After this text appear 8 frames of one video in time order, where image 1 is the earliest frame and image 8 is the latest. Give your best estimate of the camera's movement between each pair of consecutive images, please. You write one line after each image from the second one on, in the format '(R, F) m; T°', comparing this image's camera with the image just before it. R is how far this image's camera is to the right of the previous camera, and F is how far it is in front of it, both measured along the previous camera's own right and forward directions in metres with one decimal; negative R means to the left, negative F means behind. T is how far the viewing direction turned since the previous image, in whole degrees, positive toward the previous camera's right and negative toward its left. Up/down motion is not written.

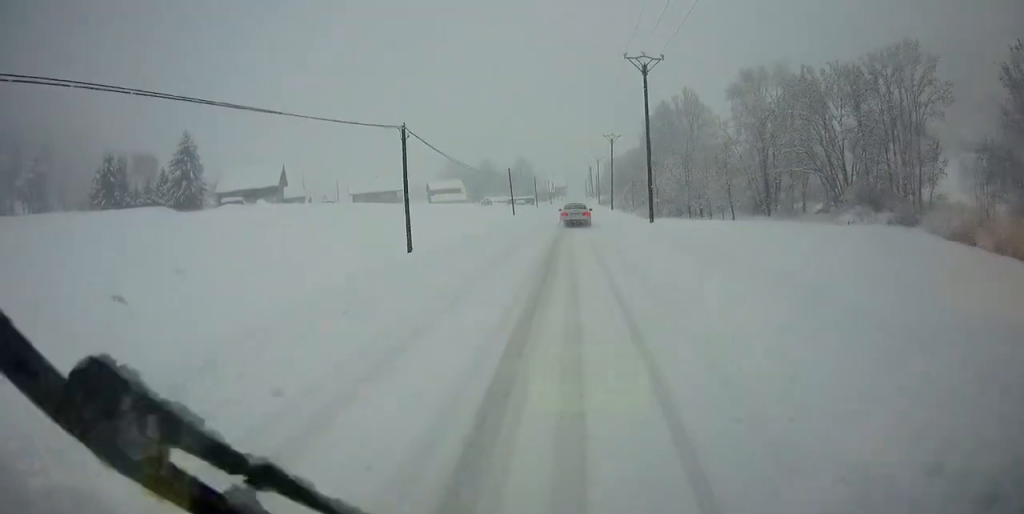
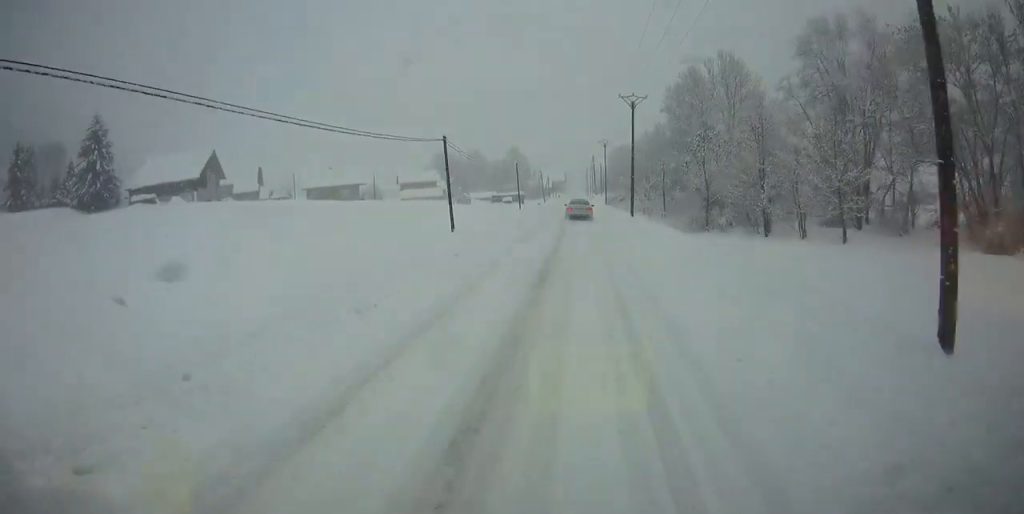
(+0.1, +31.7) m; 0°
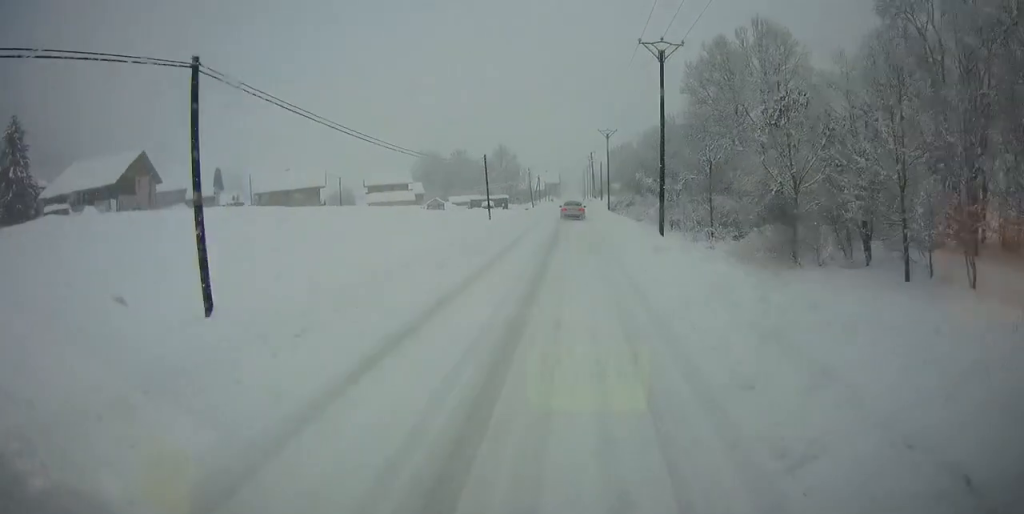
(-0.1, +23.1) m; 0°
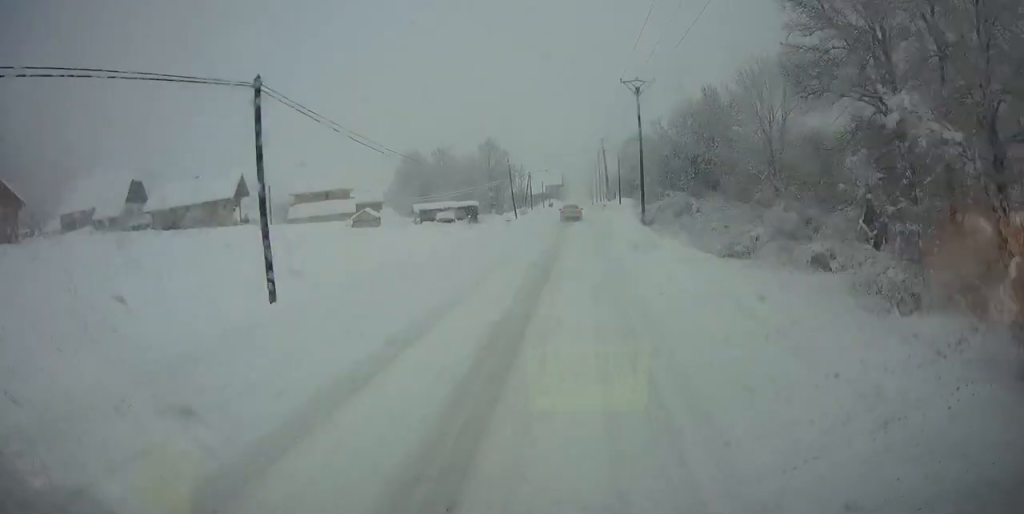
(-0.1, +39.7) m; 0°
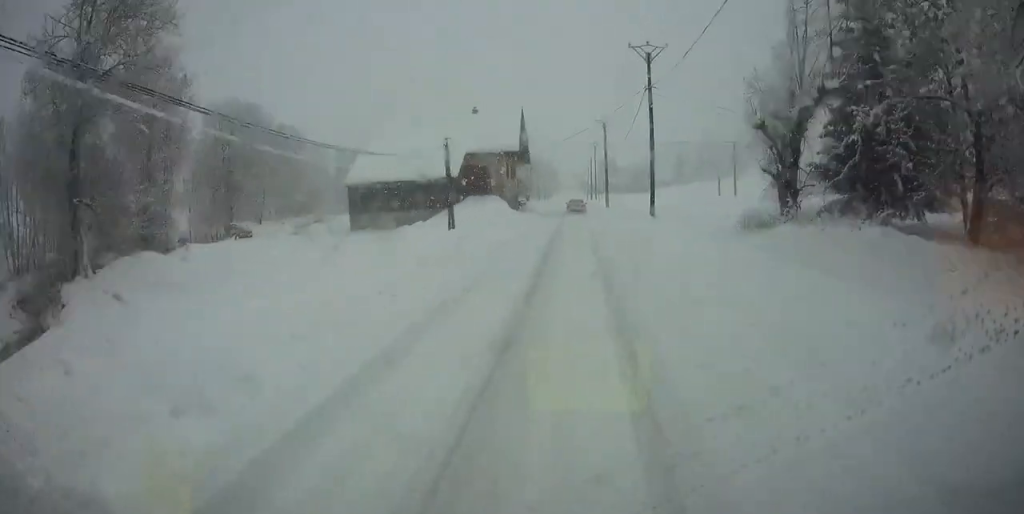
(+0.8, +137.7) m; +1°
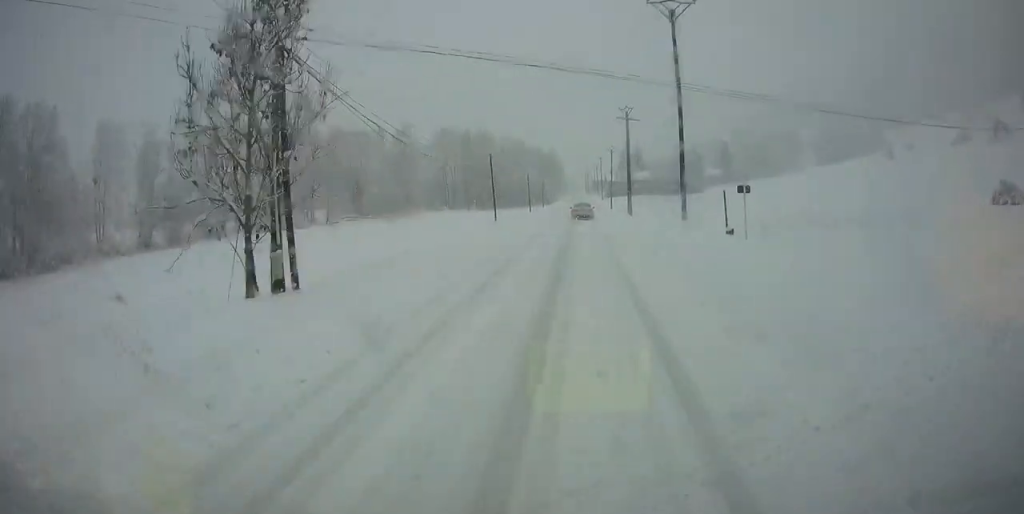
(-0.3, +88.9) m; 0°
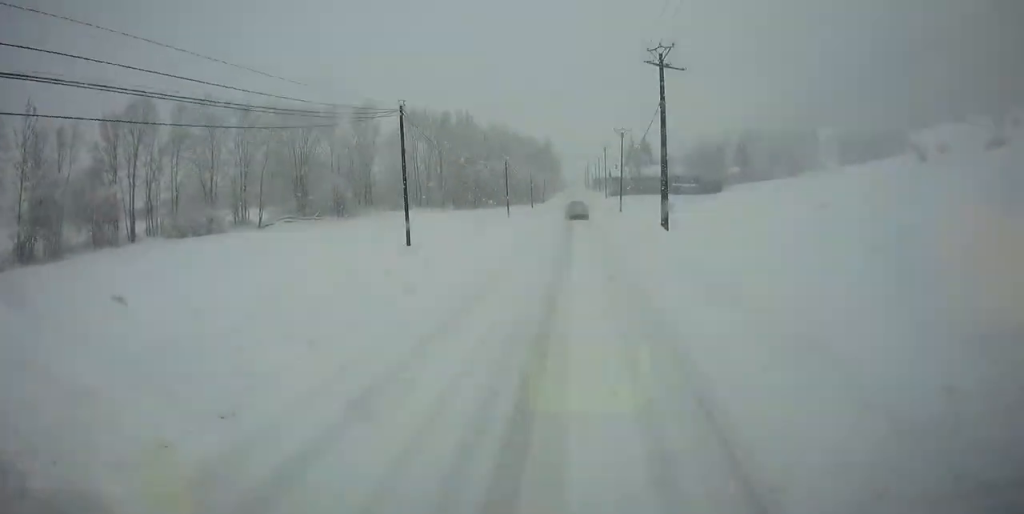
(+0.1, +27.7) m; 0°
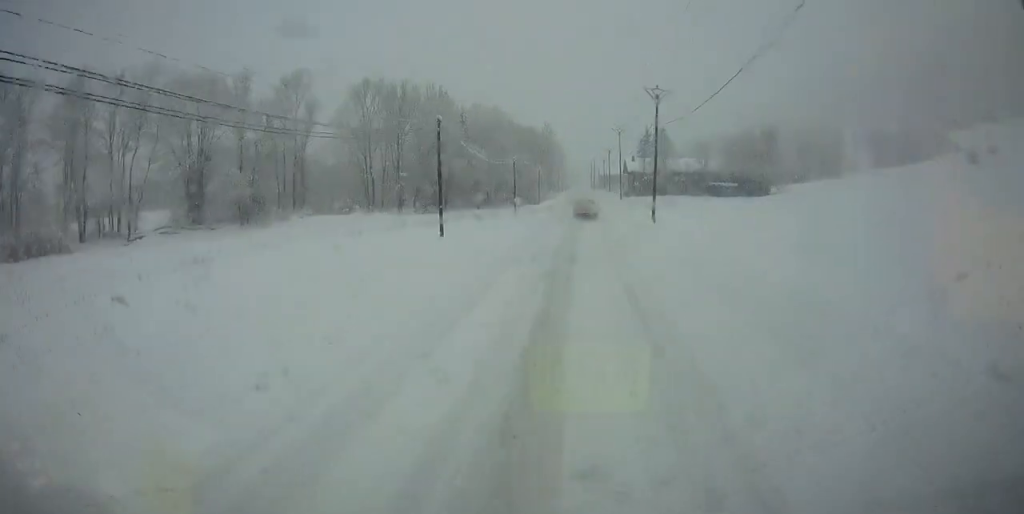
(+0.1, +33.7) m; 0°
